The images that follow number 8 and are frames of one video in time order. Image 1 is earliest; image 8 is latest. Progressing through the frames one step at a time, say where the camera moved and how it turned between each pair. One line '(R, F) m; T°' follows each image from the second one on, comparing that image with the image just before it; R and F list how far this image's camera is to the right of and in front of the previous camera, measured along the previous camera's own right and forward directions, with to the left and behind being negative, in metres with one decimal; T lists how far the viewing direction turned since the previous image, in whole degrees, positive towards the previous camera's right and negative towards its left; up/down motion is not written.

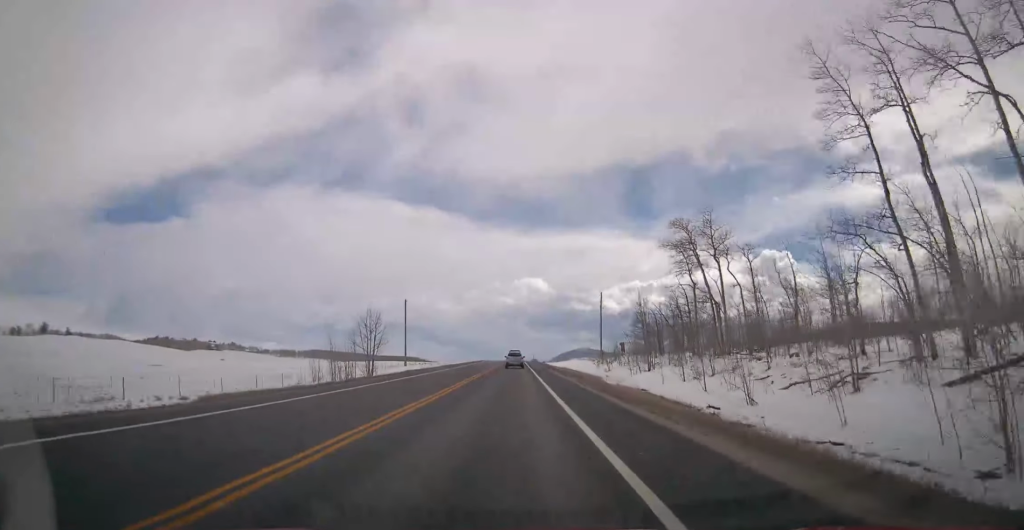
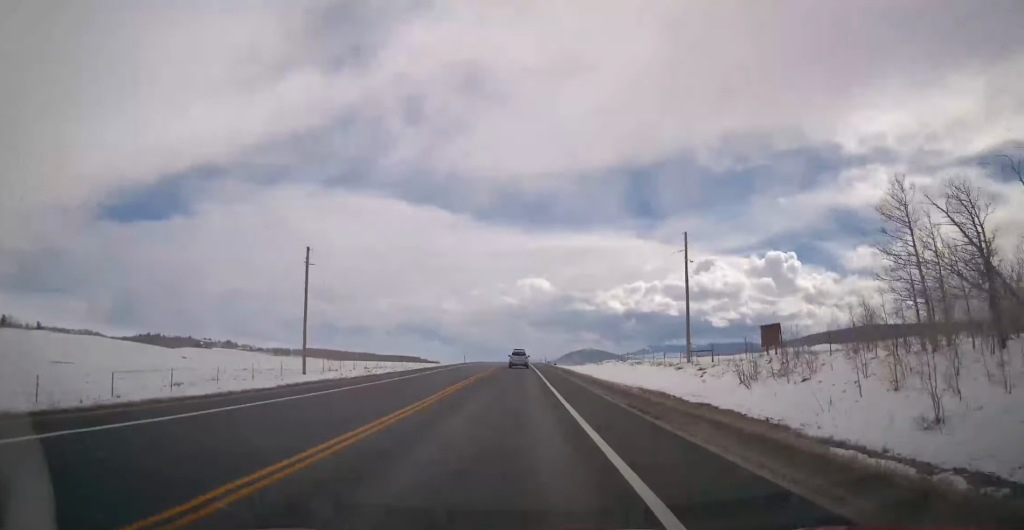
(+1.0, +45.2) m; +1°
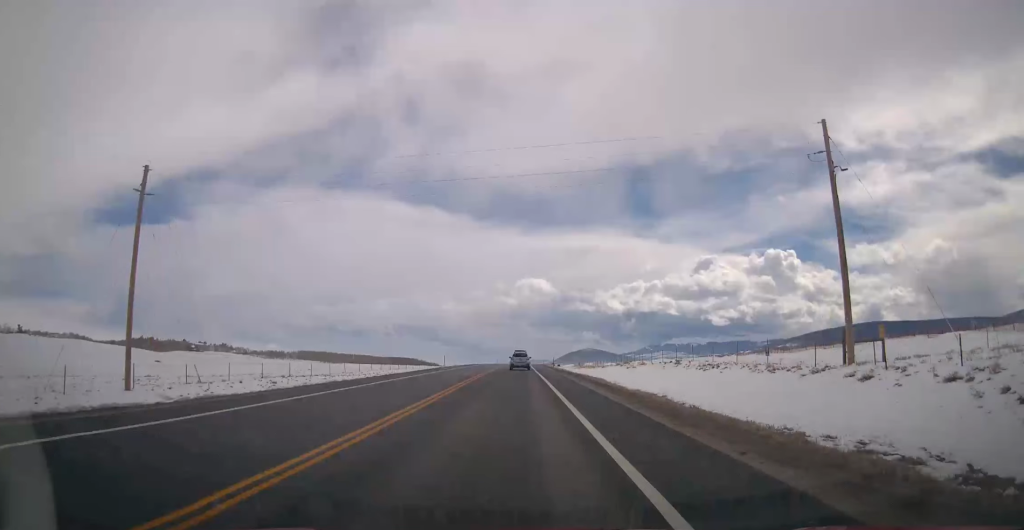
(-0.6, +22.9) m; -1°
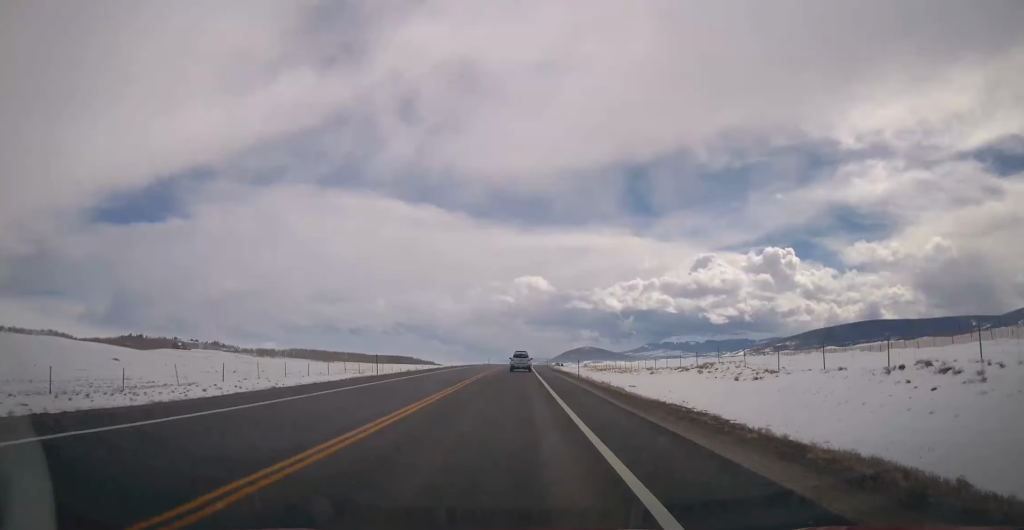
(-0.1, +30.7) m; 0°
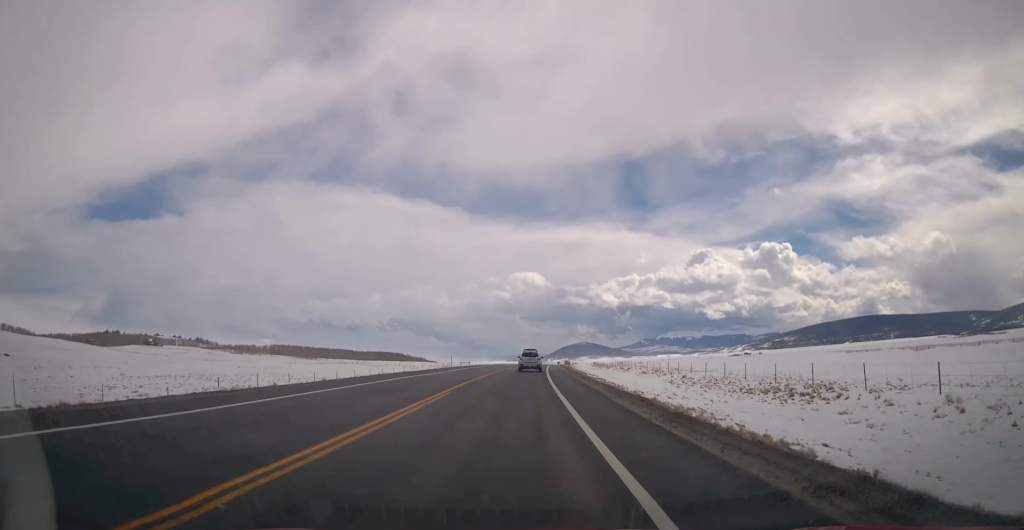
(+1.3, +60.8) m; +1°
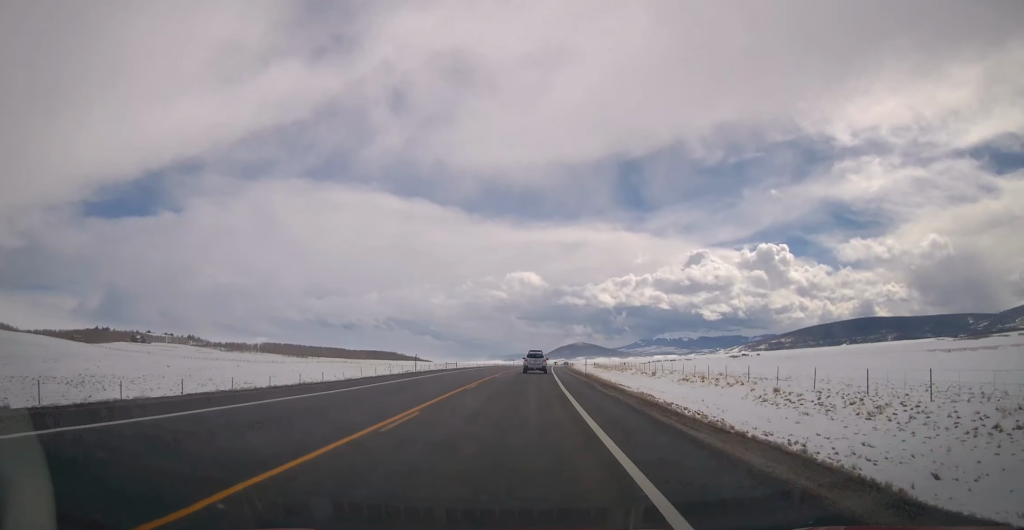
(-0.4, +18.5) m; 0°
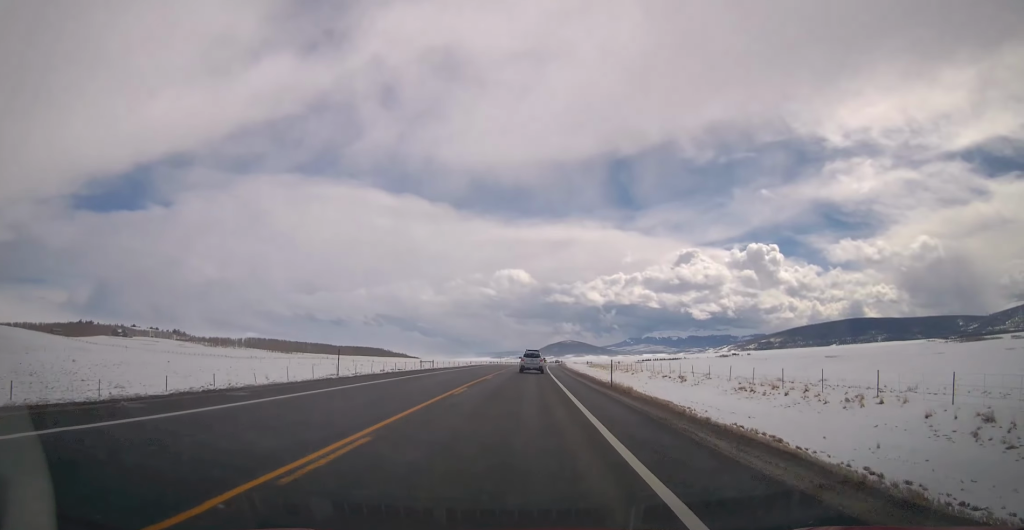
(+0.3, +16.1) m; 0°
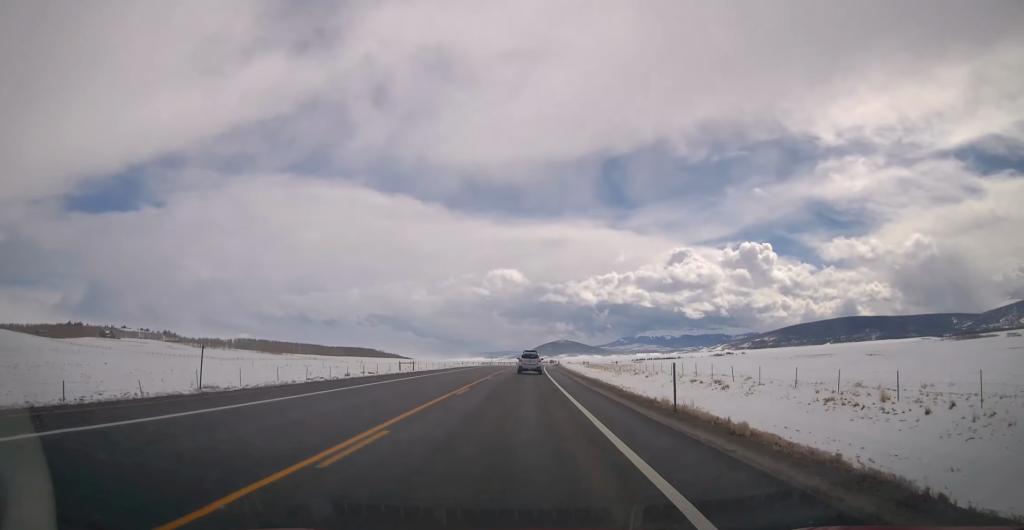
(+0.3, +11.7) m; 0°
